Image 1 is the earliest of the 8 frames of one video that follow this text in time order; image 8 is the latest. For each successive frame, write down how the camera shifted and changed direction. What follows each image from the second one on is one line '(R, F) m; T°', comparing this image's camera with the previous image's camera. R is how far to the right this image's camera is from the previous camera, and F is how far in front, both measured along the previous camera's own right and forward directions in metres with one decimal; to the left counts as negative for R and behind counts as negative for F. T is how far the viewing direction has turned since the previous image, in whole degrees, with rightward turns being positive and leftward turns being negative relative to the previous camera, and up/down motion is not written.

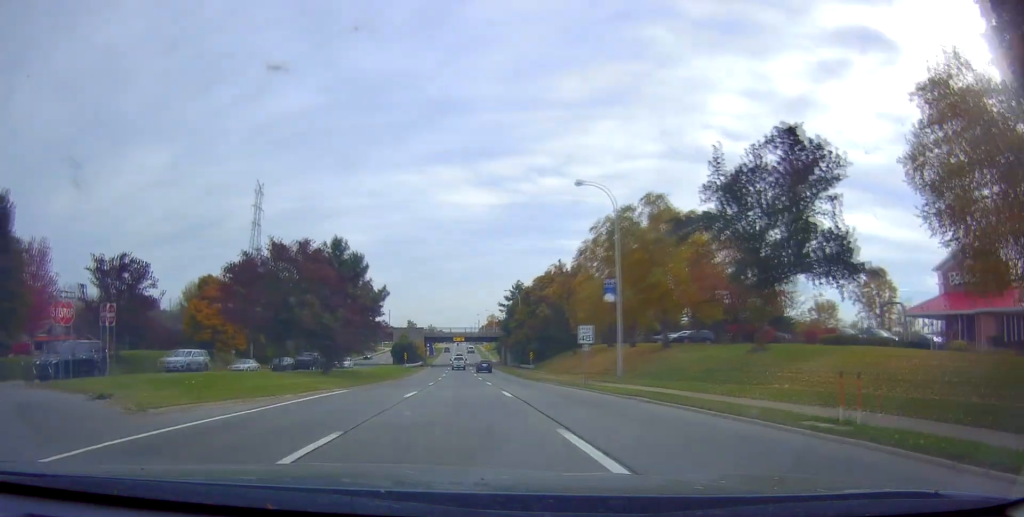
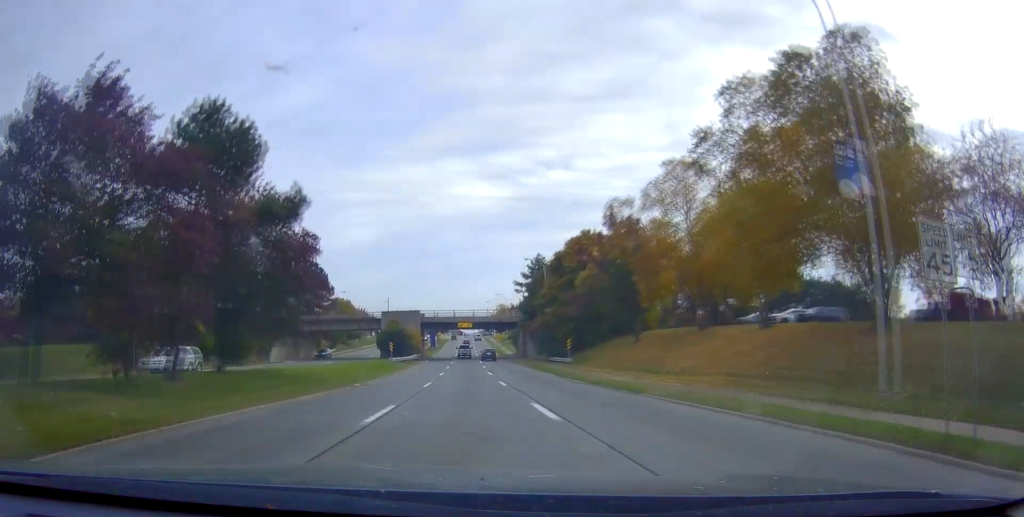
(0.0, +24.1) m; -2°
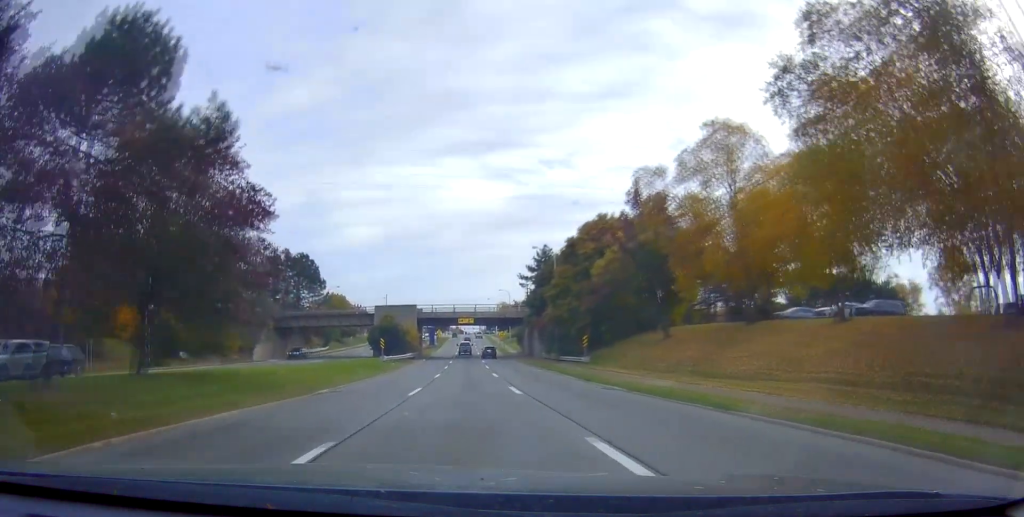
(-0.2, +7.3) m; 0°
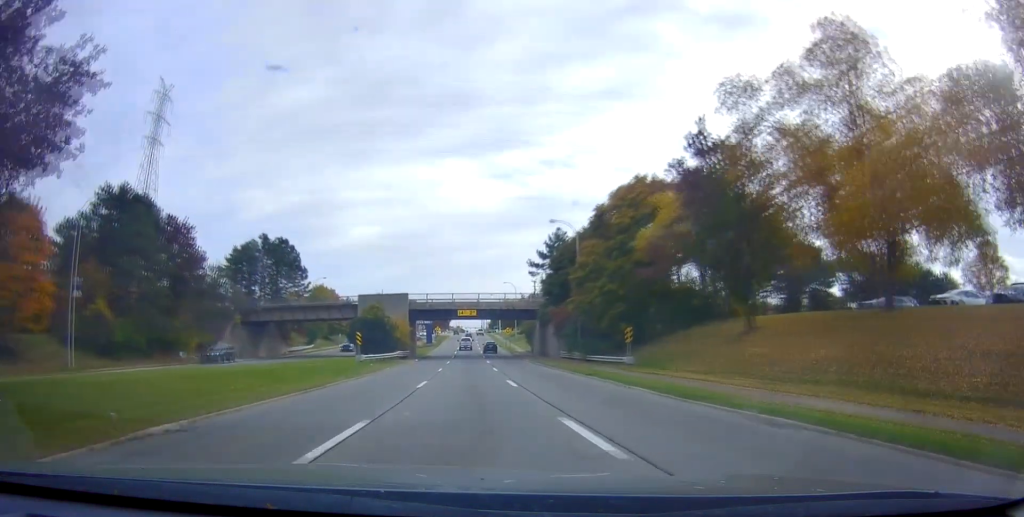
(-0.2, +12.9) m; 0°
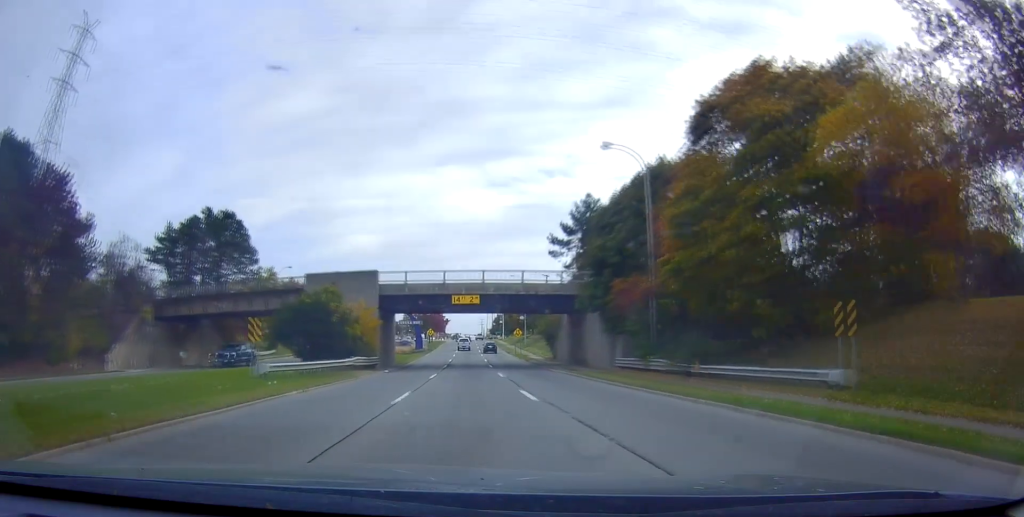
(+0.5, +21.8) m; +1°
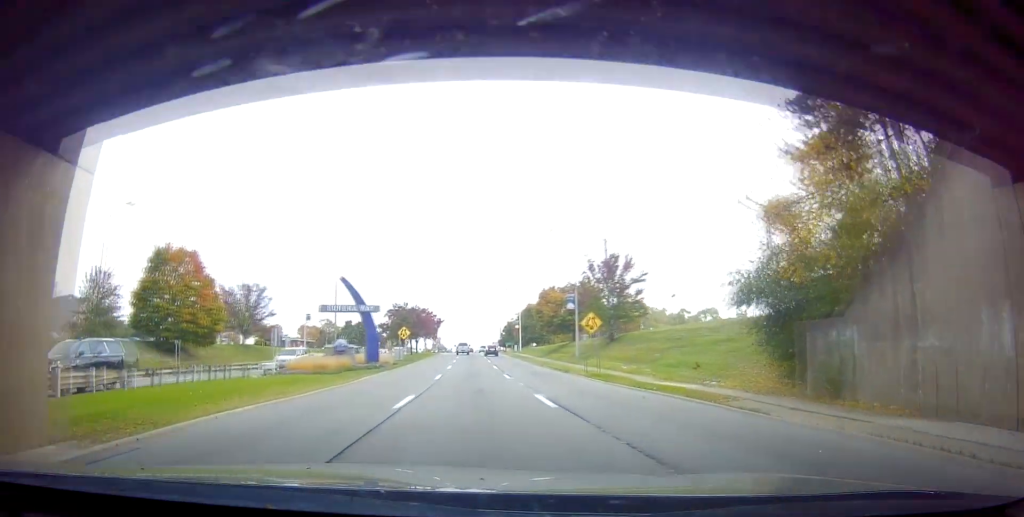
(-0.6, +46.4) m; -1°
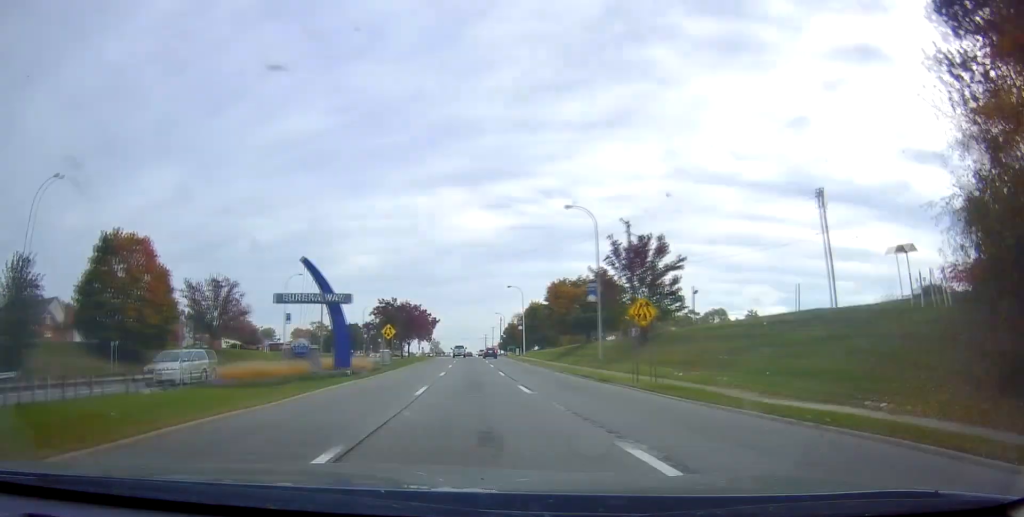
(0.0, +10.2) m; 0°
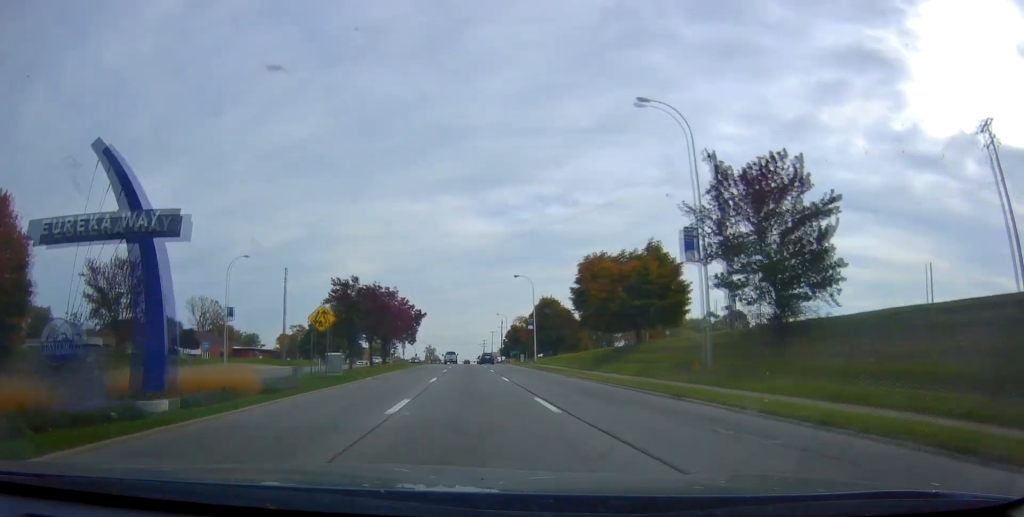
(-0.4, +21.2) m; 0°
